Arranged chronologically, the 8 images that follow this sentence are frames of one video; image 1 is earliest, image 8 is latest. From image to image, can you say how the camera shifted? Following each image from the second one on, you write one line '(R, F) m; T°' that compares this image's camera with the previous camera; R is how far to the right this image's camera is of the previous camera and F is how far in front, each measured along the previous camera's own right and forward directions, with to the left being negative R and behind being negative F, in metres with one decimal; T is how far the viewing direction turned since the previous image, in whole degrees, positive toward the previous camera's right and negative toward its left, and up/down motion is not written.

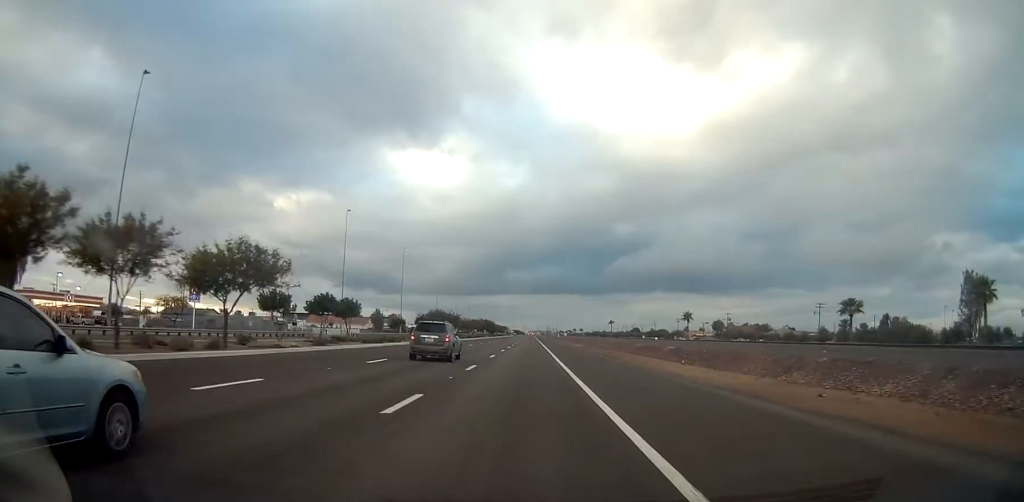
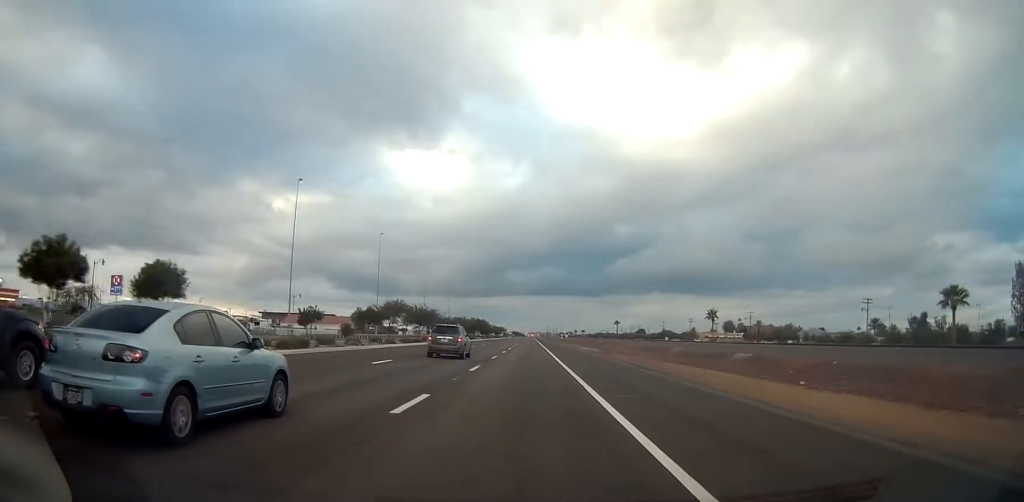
(+0.6, +24.0) m; +2°
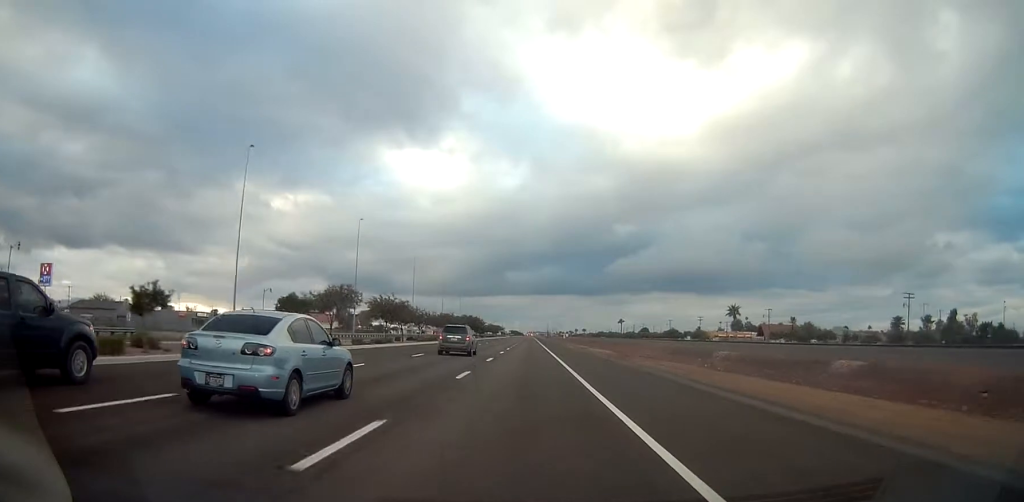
(+0.1, +16.6) m; 0°
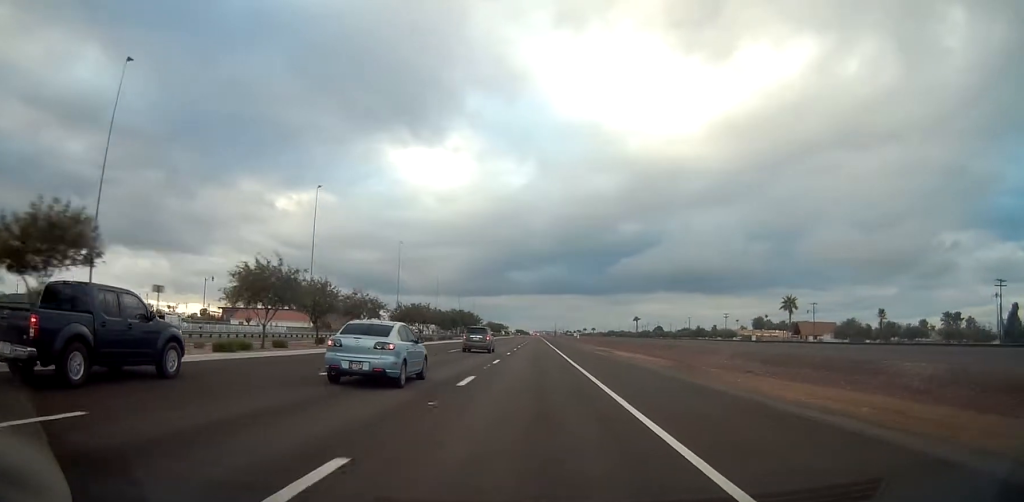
(-0.1, +27.0) m; -1°
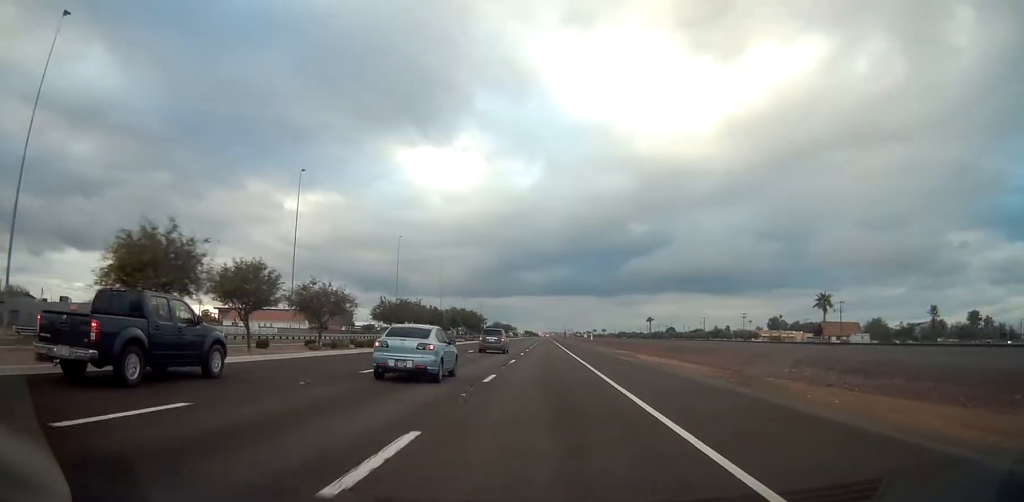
(-0.1, +10.4) m; 0°
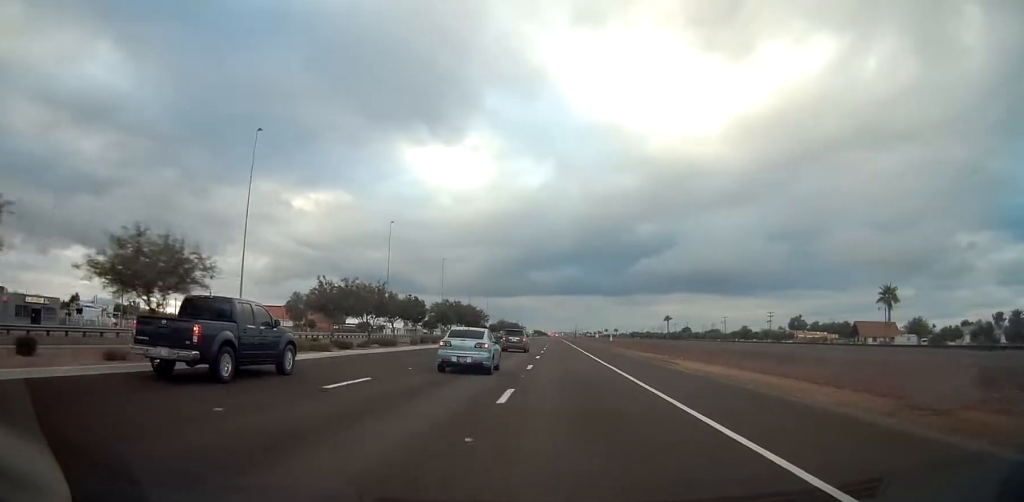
(-0.3, +17.2) m; 0°
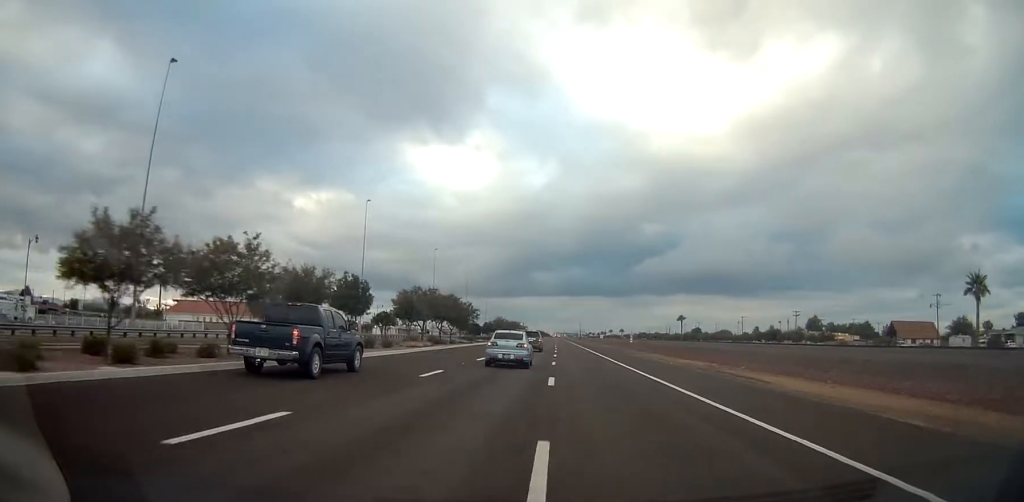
(+0.5, +19.2) m; 0°
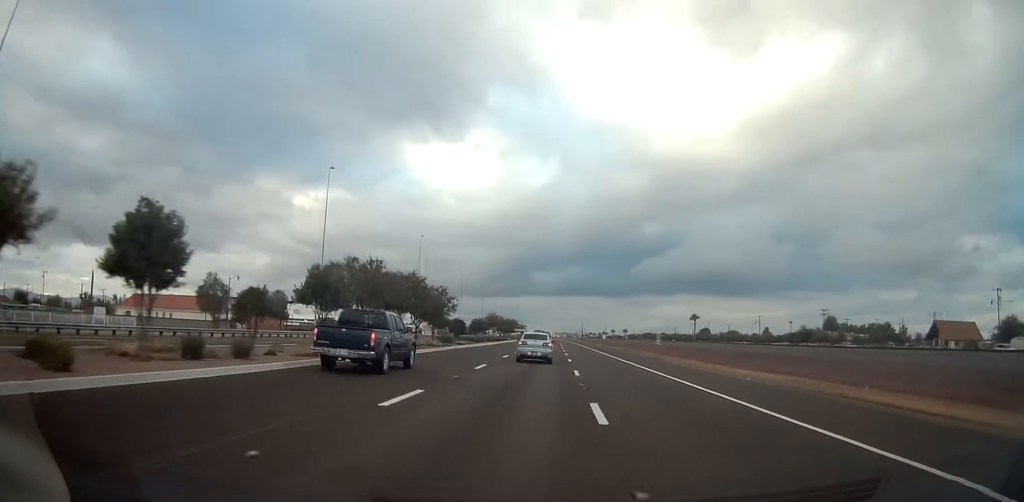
(-0.6, +19.4) m; 0°
